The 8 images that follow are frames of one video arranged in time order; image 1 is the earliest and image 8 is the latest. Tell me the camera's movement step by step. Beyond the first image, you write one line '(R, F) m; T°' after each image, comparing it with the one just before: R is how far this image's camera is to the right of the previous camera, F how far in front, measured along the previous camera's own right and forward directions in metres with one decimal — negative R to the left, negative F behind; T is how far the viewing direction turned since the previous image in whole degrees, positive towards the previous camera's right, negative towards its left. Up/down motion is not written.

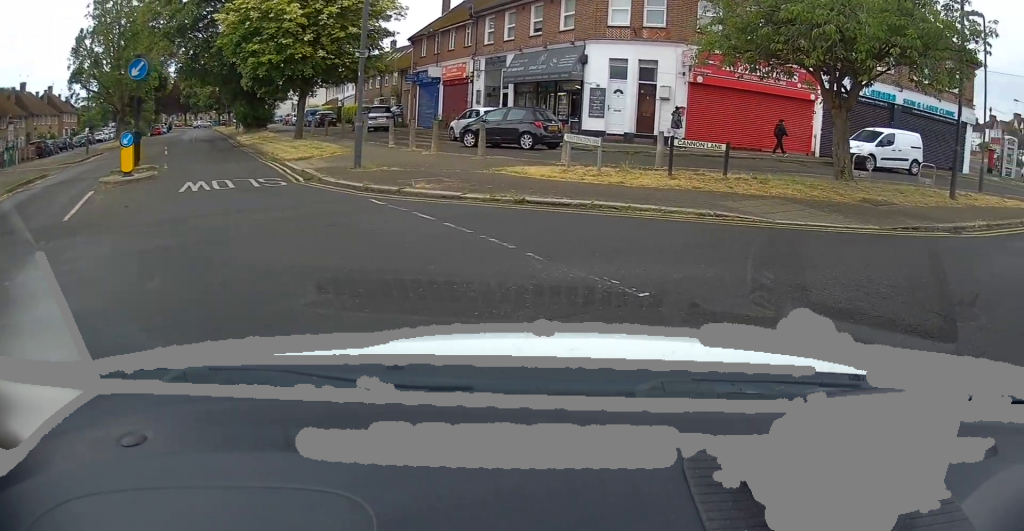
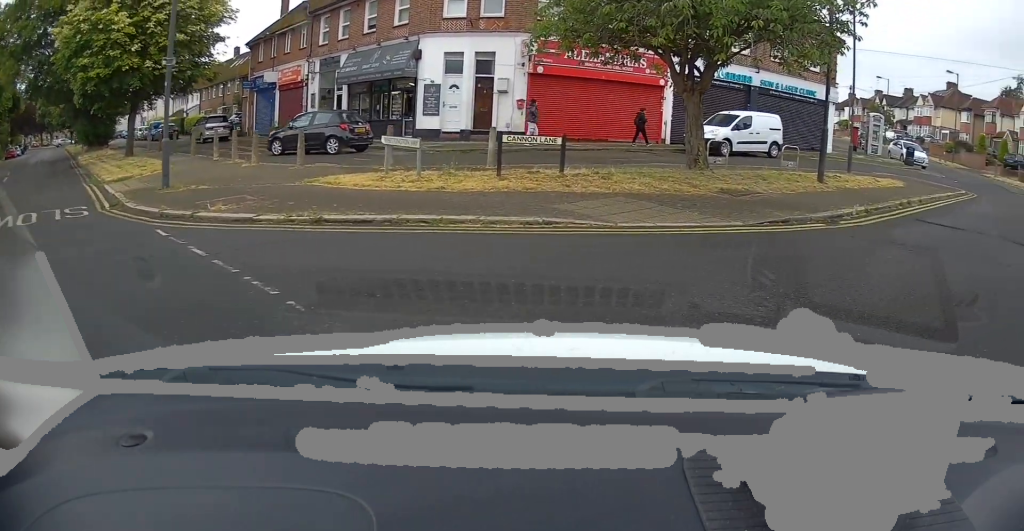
(+0.2, +1.6) m; +10°
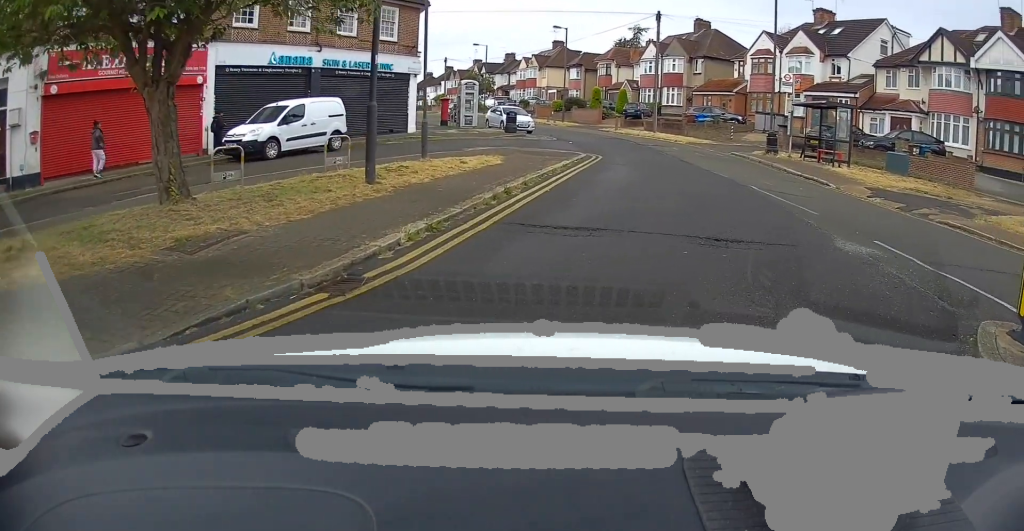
(+1.4, +5.6) m; +23°
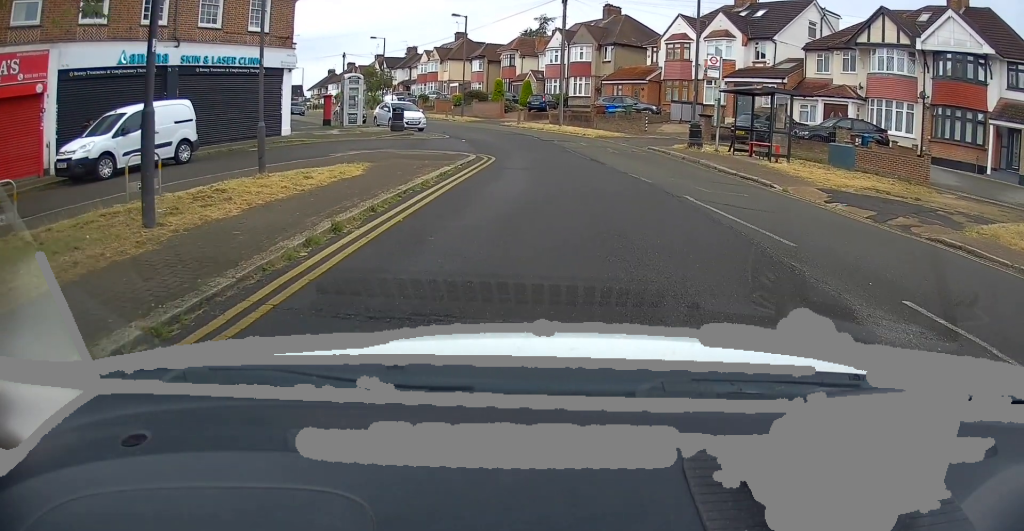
(+0.3, +4.2) m; +5°
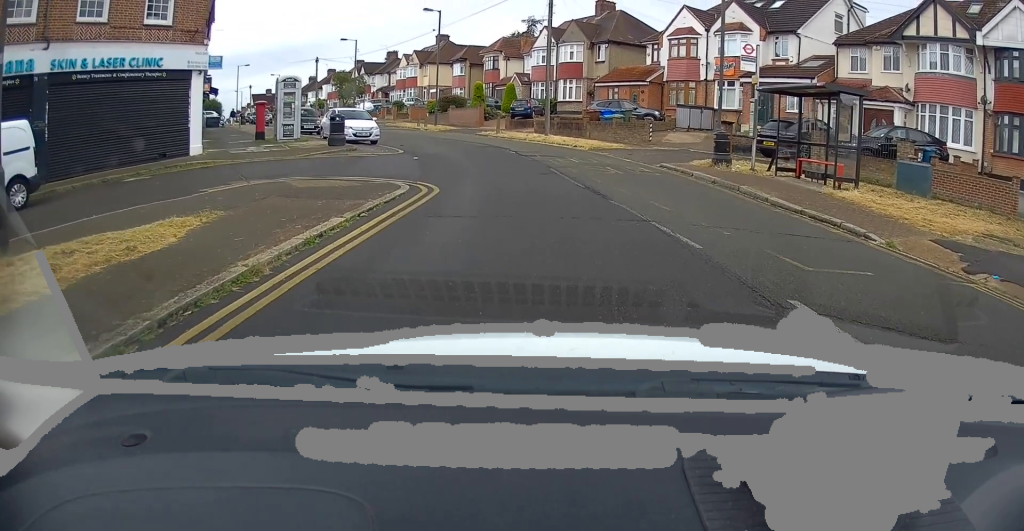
(+0.1, +6.7) m; 0°
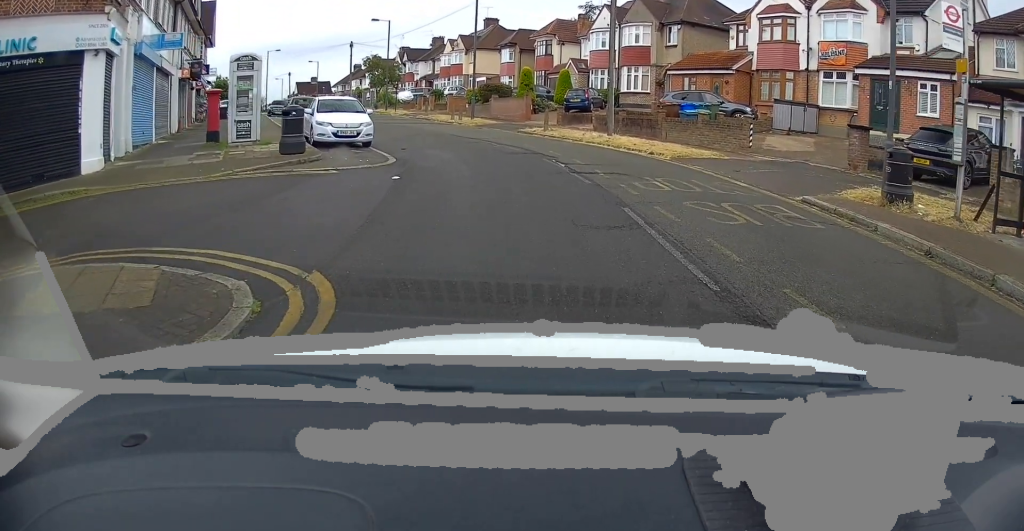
(-0.5, +8.2) m; -9°
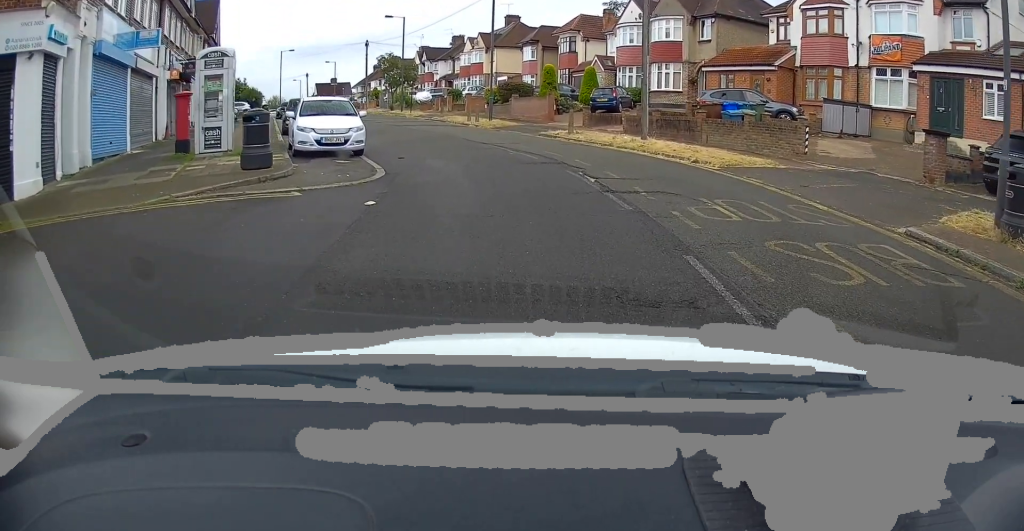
(-0.1, +2.9) m; -4°
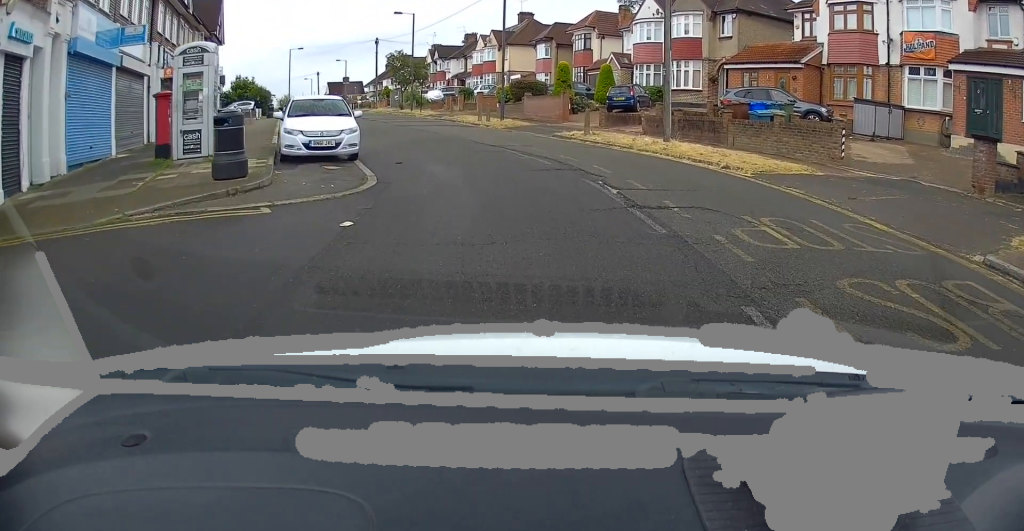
(0.0, +1.7) m; -2°
